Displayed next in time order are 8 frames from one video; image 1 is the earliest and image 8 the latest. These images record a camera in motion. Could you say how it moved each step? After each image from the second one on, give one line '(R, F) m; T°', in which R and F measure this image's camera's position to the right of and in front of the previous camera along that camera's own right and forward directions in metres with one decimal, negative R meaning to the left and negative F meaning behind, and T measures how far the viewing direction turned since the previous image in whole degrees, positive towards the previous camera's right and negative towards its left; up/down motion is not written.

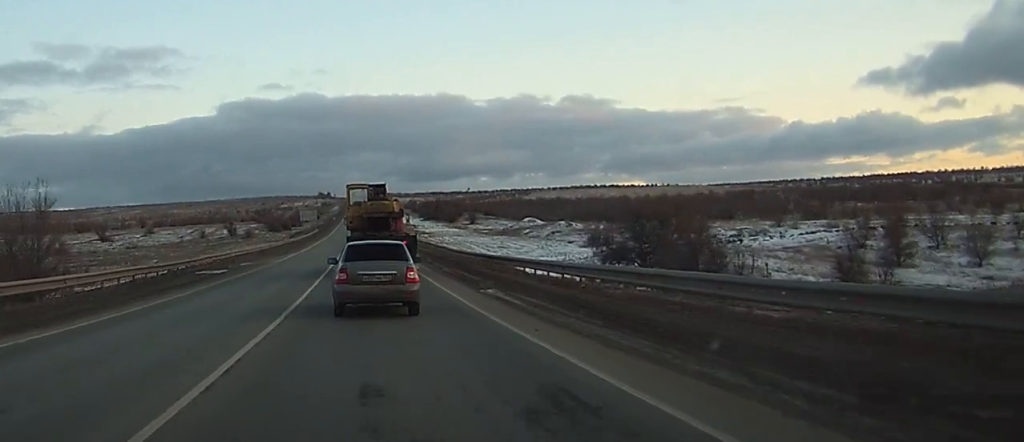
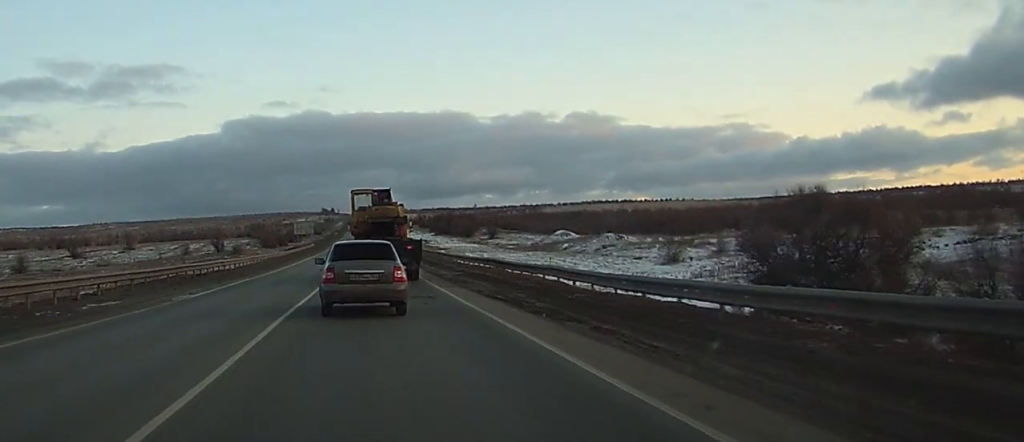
(+0.1, +29.6) m; 0°
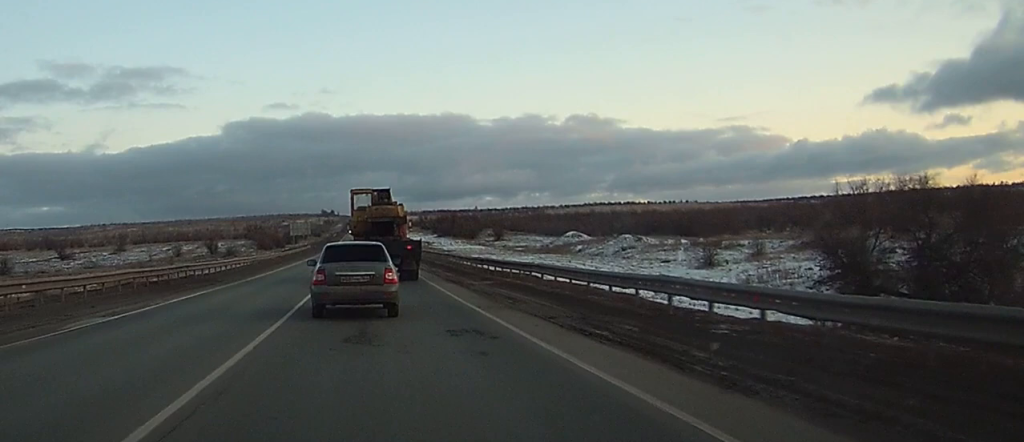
(0.0, +9.2) m; 0°
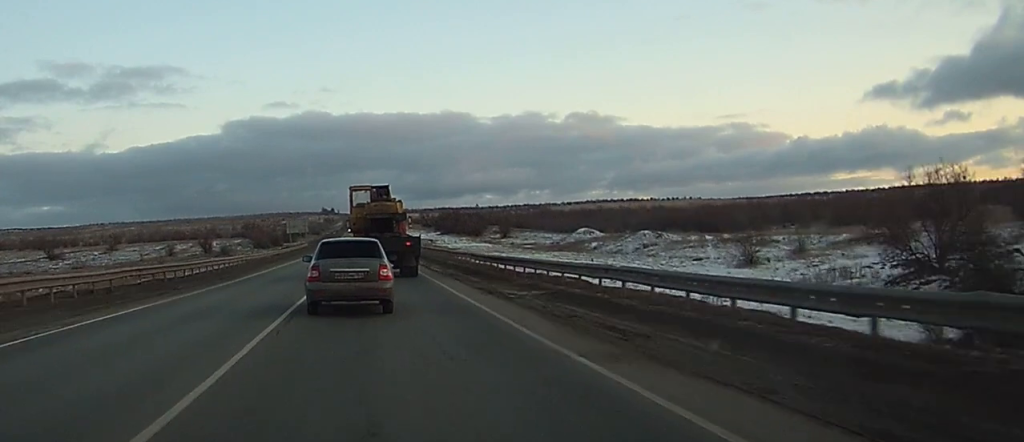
(0.0, +8.6) m; 0°
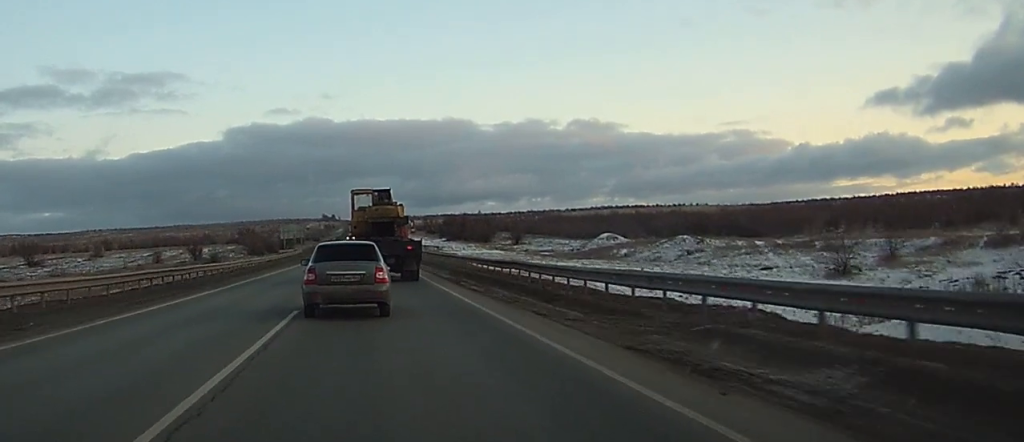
(0.0, +14.6) m; 0°
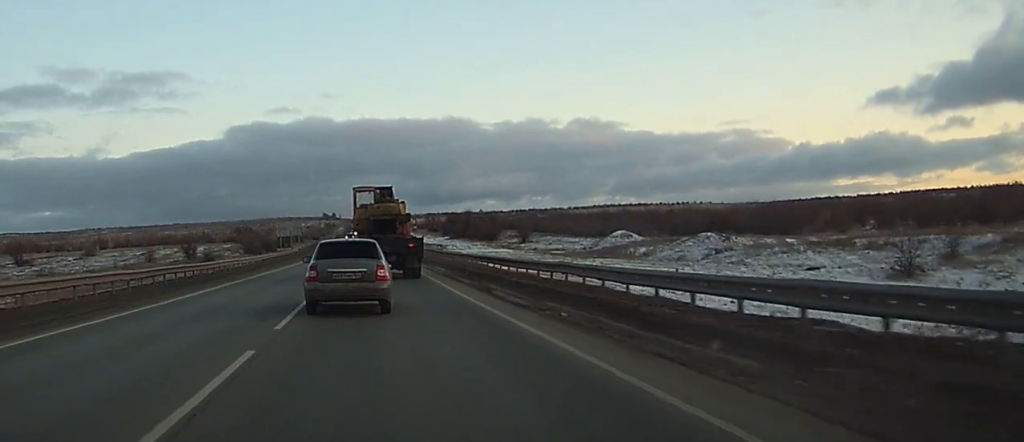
(0.0, +7.5) m; 0°
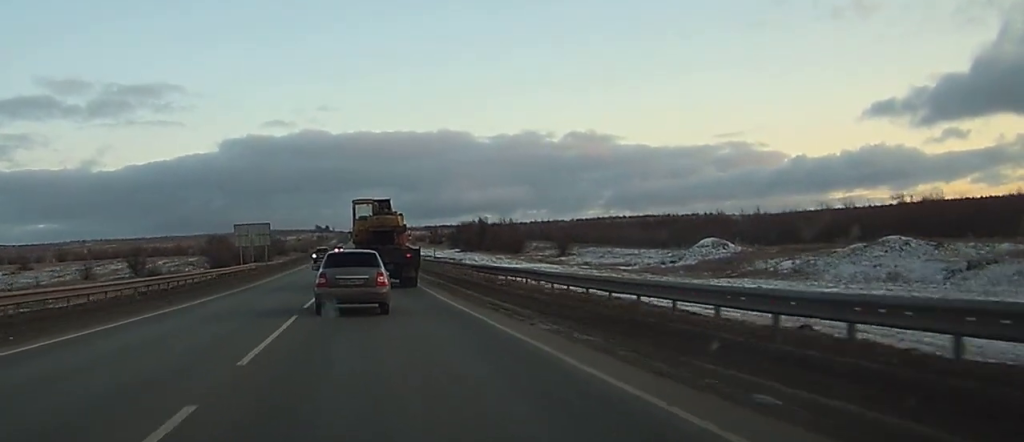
(0.0, +40.5) m; 0°
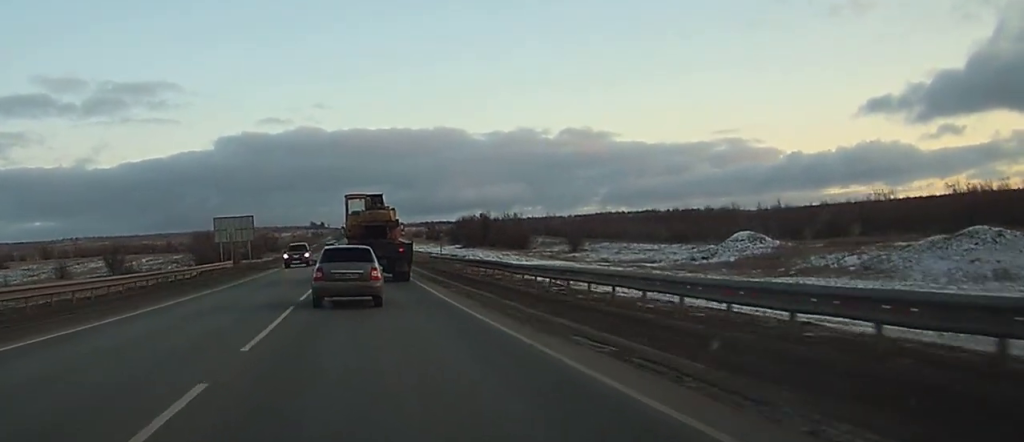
(0.0, +10.9) m; 0°
